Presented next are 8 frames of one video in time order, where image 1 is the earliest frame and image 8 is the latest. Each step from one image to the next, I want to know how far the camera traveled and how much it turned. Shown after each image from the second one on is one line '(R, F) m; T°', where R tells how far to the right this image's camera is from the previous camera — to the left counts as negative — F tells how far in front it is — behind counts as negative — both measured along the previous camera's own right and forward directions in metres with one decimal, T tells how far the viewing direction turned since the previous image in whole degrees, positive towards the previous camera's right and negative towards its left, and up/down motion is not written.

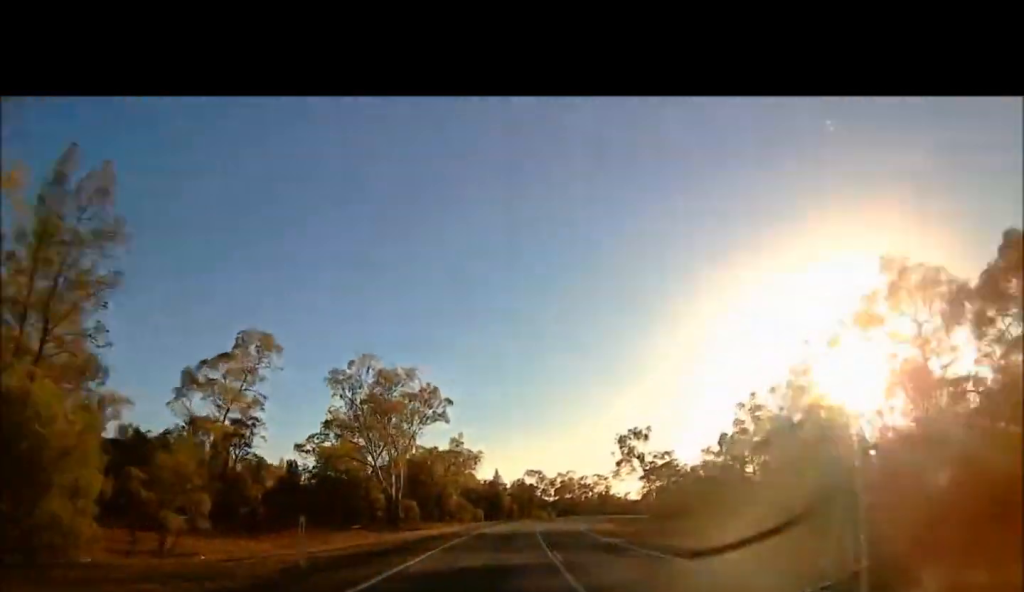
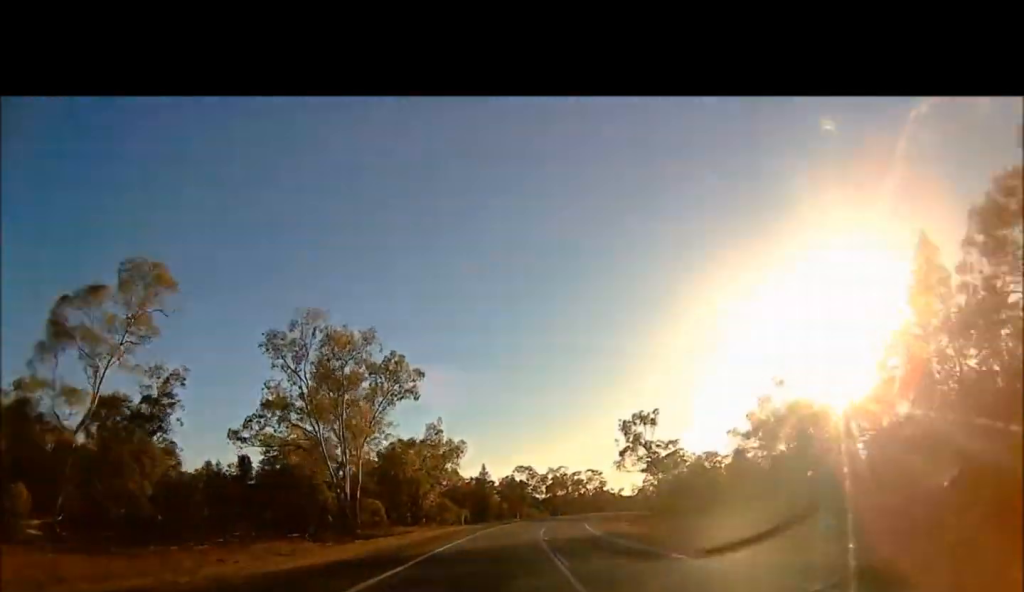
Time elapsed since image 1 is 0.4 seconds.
(+0.5, +14.5) m; +2°
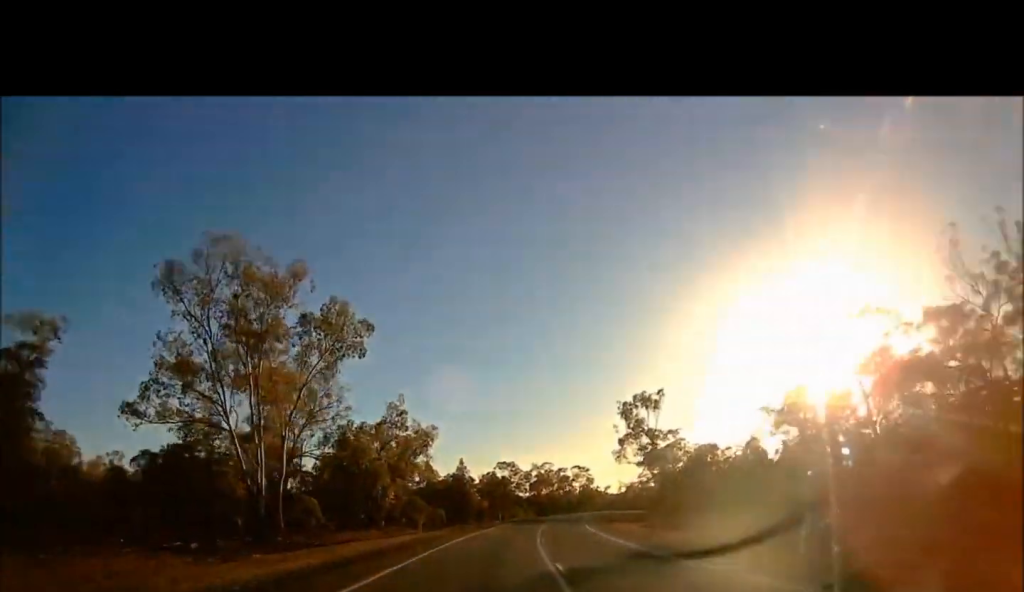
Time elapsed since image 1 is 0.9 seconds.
(+0.1, +14.3) m; +1°
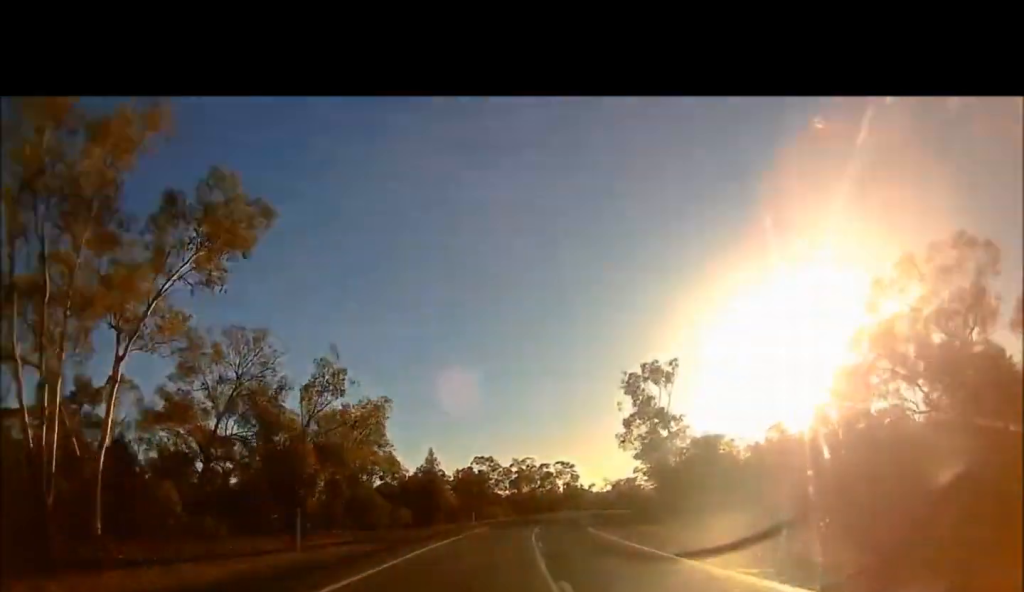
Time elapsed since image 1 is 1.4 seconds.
(0.0, +16.4) m; 0°
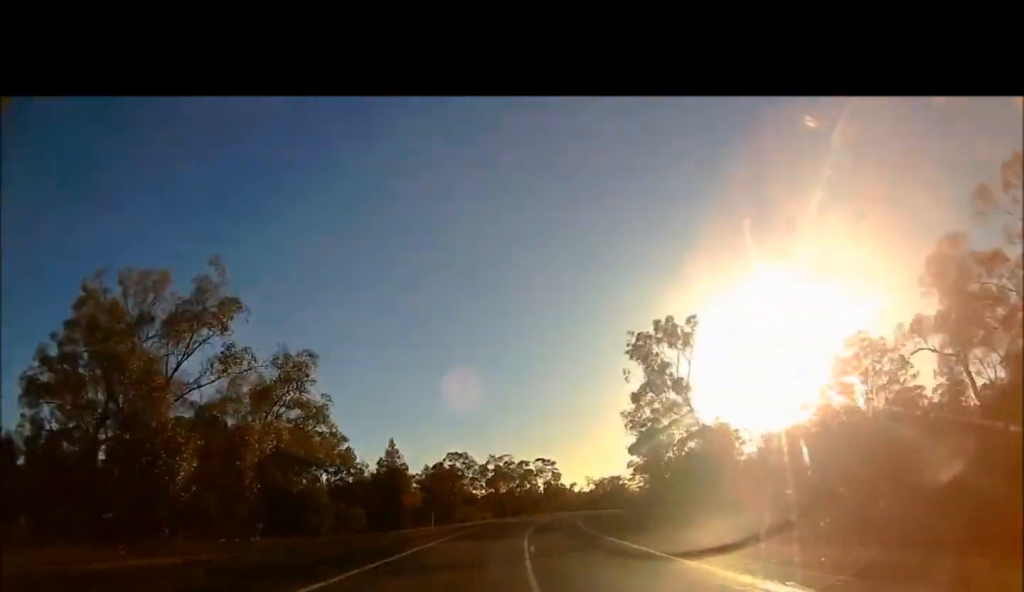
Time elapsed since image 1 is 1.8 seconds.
(0.0, +15.0) m; +1°
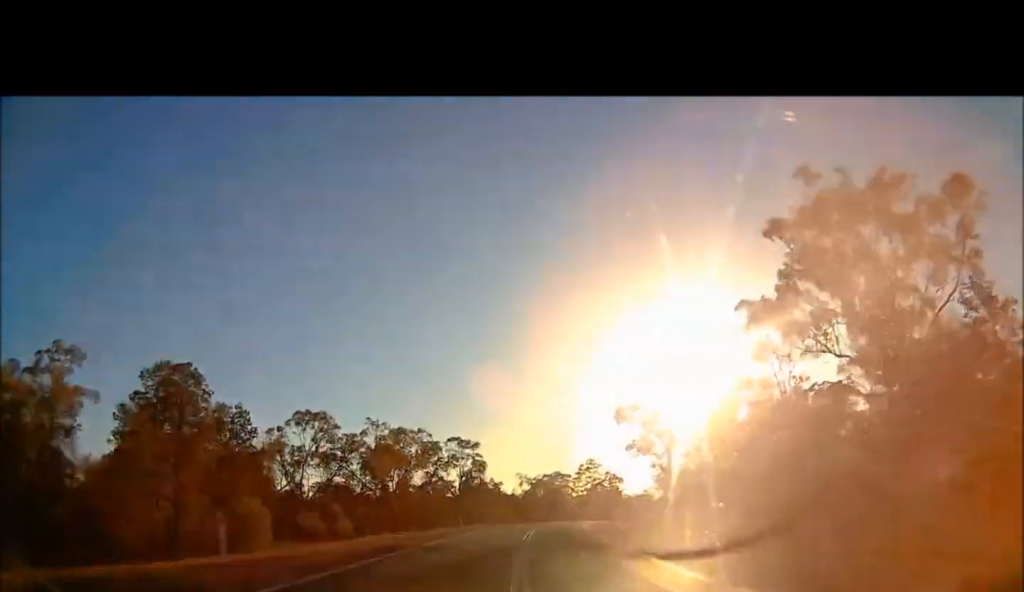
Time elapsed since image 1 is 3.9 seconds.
(+2.9, +63.0) m; +5°
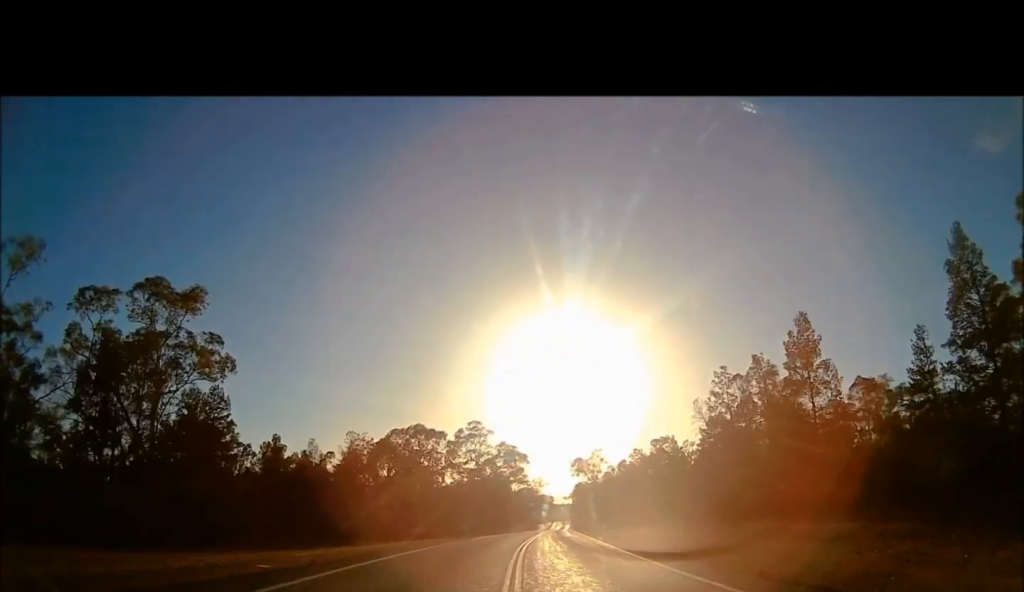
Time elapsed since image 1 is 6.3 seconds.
(+9.9, +82.8) m; +11°
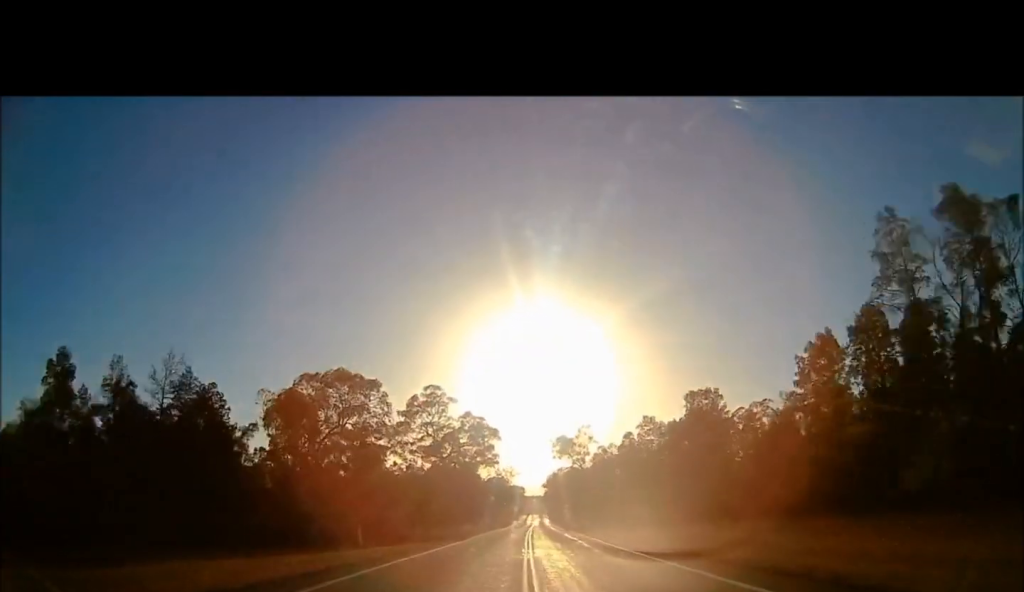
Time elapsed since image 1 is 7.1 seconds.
(+0.3, +29.7) m; +5°
